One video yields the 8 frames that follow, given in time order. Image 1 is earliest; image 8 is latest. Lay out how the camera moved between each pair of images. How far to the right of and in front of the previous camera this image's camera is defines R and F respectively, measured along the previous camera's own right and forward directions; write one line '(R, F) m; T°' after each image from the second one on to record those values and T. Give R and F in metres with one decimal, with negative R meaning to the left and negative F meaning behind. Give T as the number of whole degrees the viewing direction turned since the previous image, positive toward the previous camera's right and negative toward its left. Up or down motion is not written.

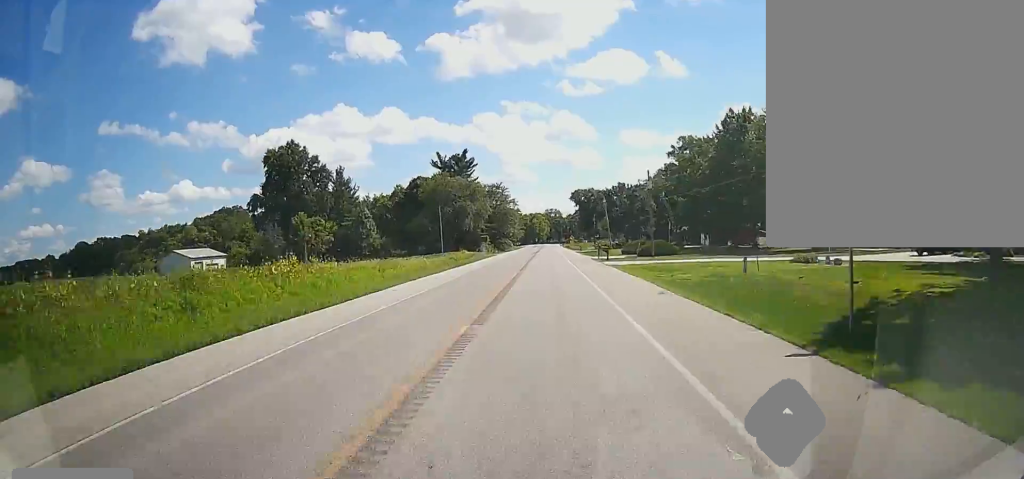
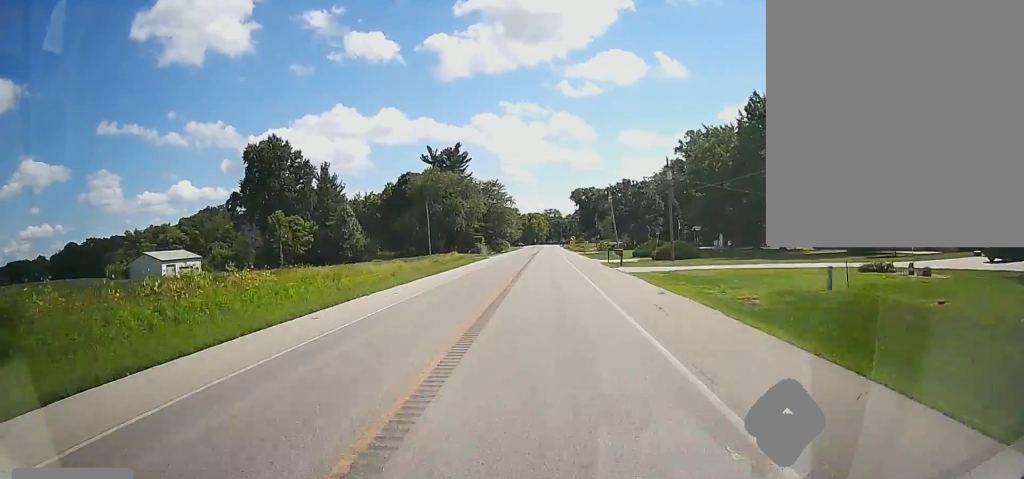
(-0.2, +10.1) m; 0°
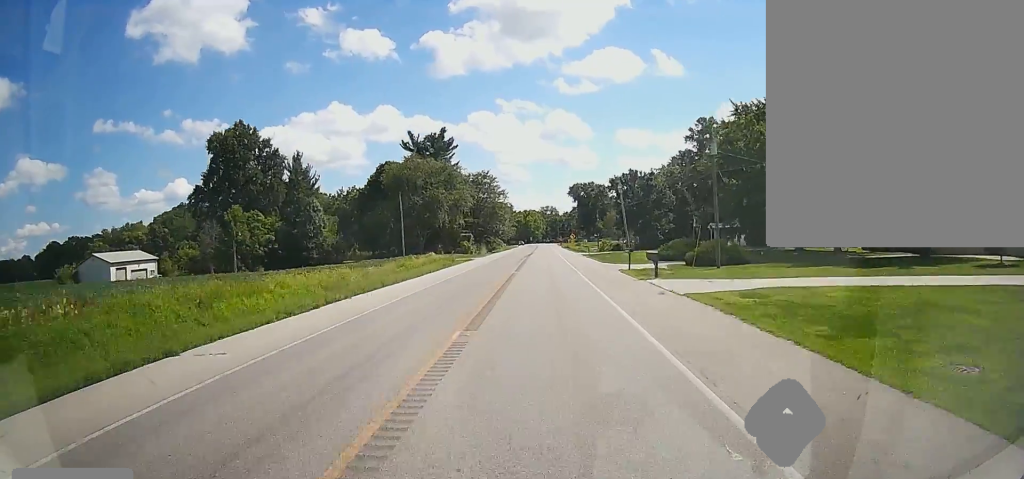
(+0.2, +15.4) m; +1°
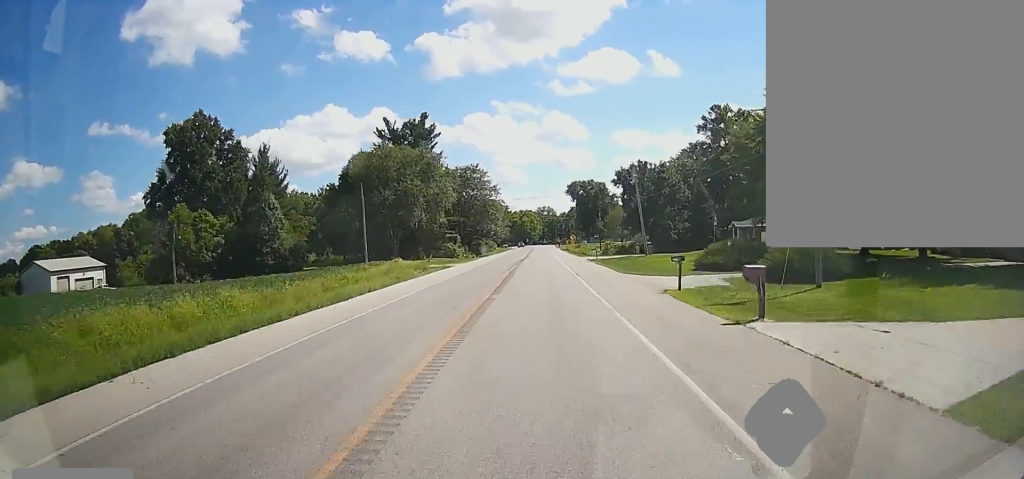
(+0.1, +14.6) m; 0°
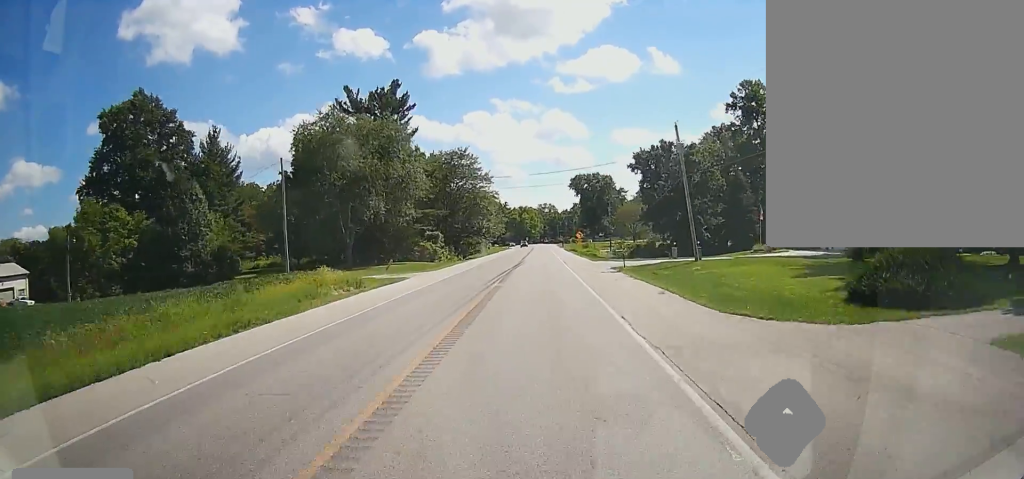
(0.0, +19.2) m; -1°
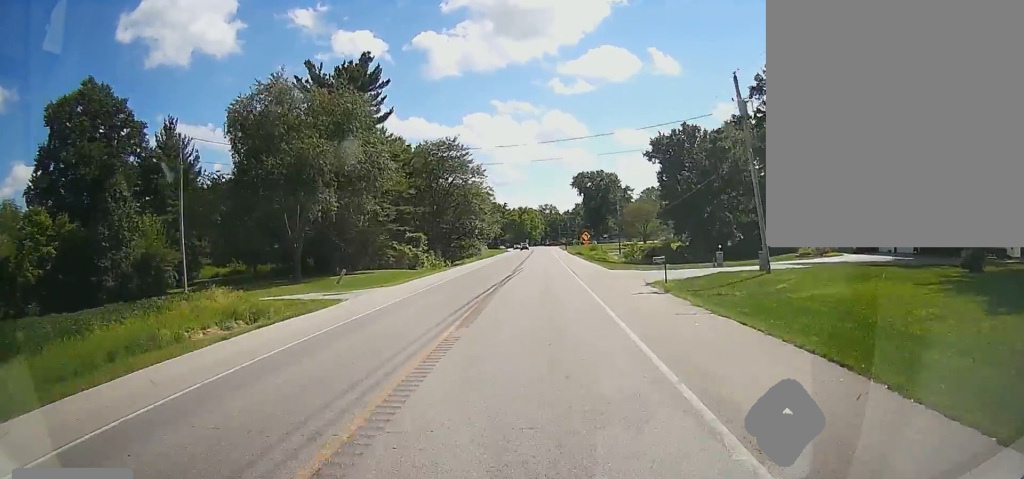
(-0.2, +13.1) m; 0°
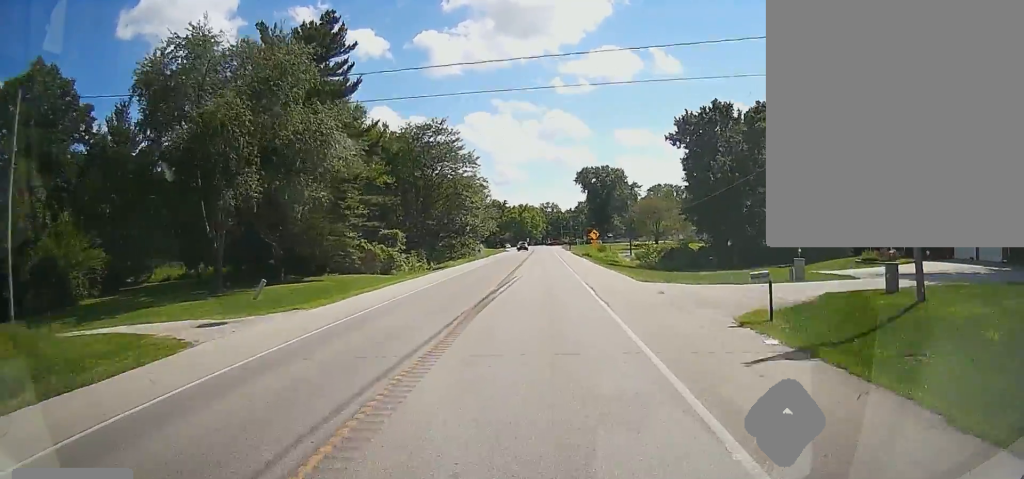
(-0.1, +12.3) m; 0°
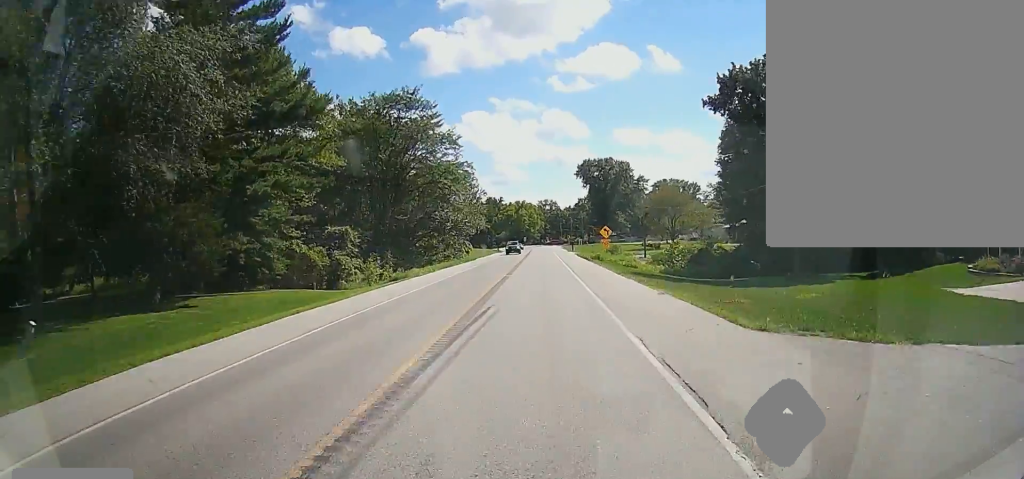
(+0.2, +15.4) m; +1°
